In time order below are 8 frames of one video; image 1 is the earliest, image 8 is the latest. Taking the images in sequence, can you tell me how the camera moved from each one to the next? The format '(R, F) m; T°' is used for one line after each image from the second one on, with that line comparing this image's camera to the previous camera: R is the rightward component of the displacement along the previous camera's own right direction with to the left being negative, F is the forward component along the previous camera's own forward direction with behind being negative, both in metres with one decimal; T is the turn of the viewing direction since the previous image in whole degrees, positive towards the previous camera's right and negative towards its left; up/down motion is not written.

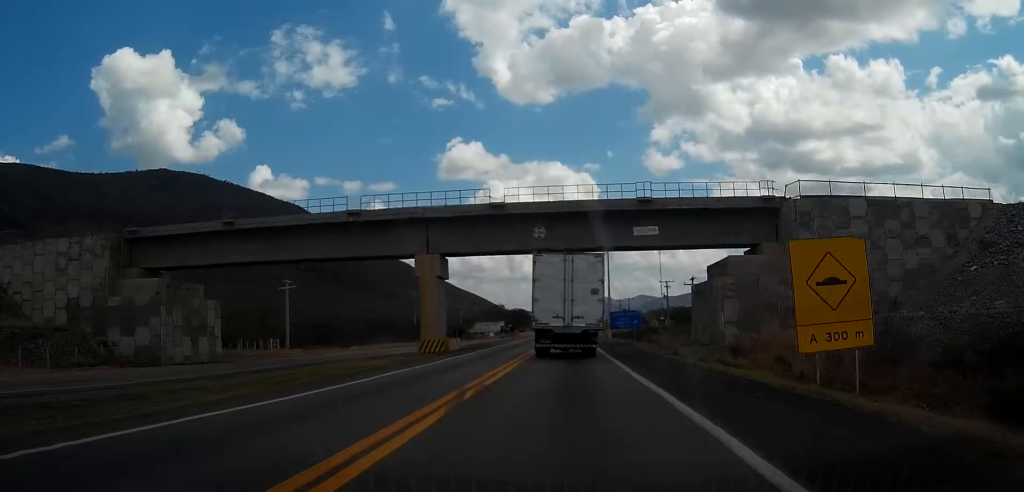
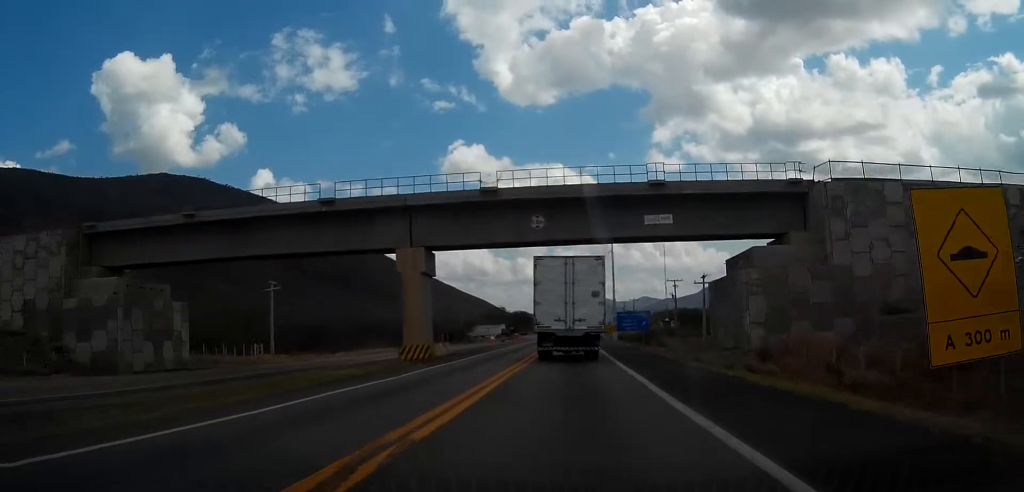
(0.0, +6.4) m; 0°
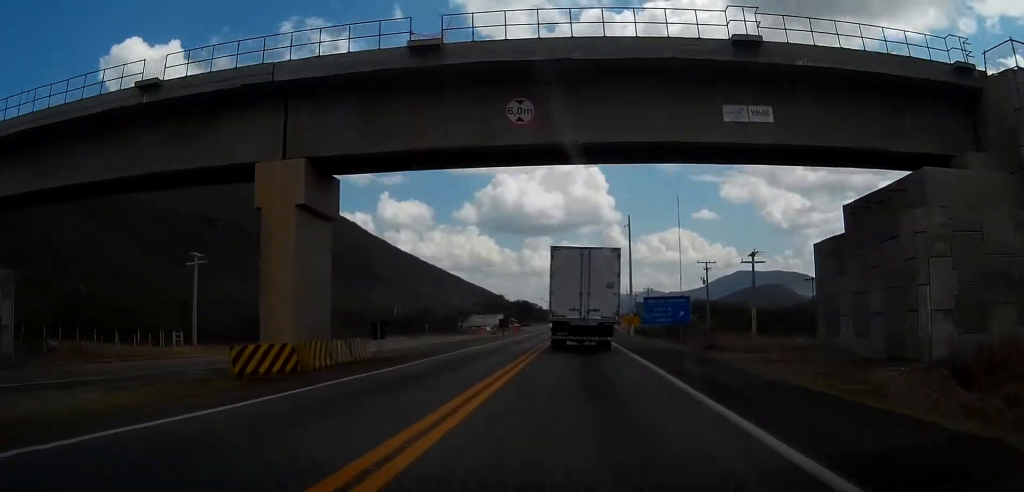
(0.0, +22.4) m; 0°
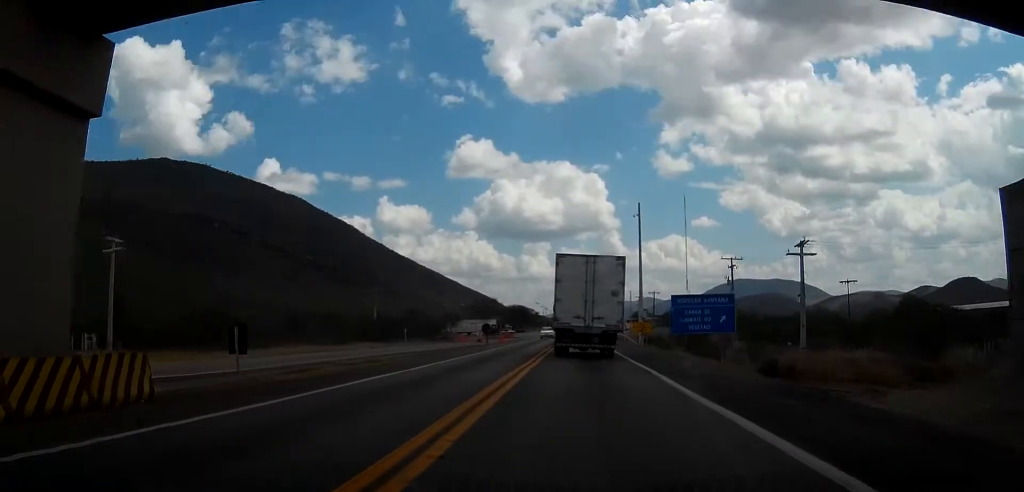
(0.0, +15.3) m; 0°
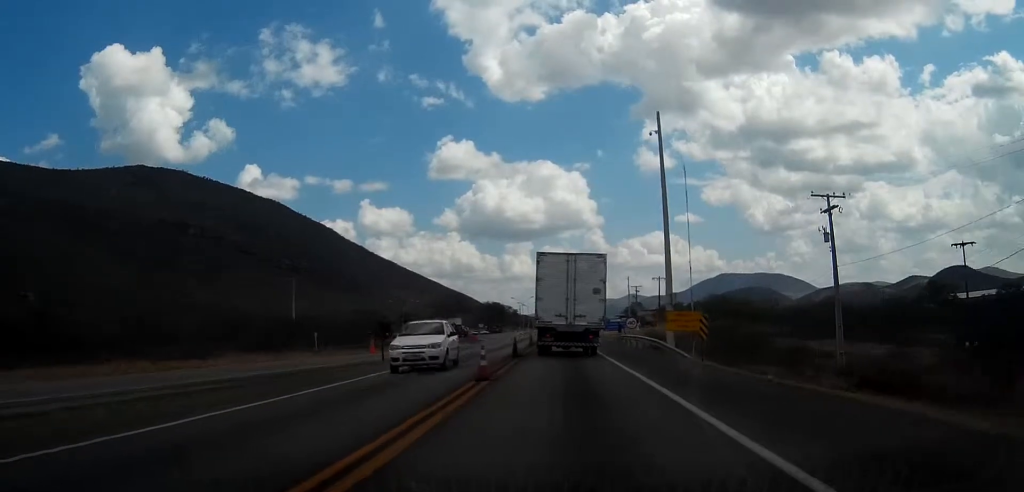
(+0.4, +34.7) m; +1°
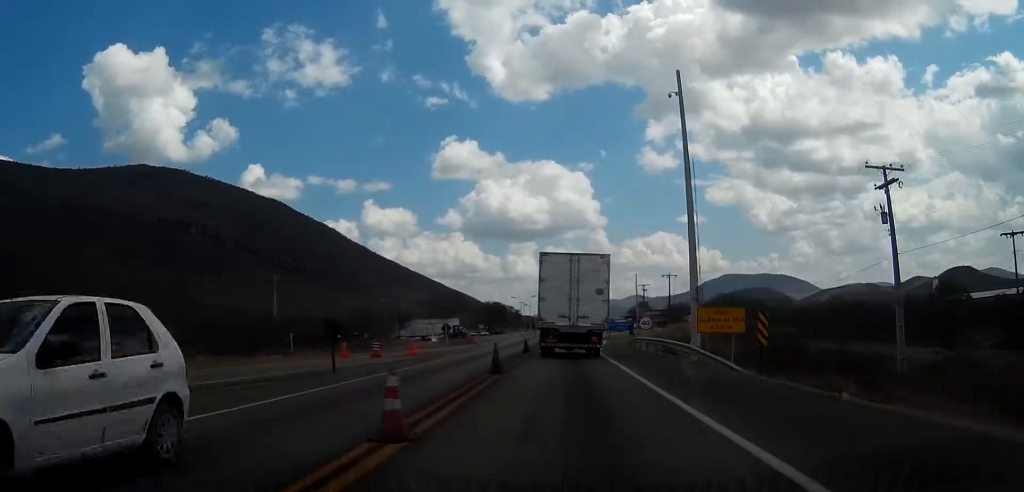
(0.0, +8.2) m; 0°
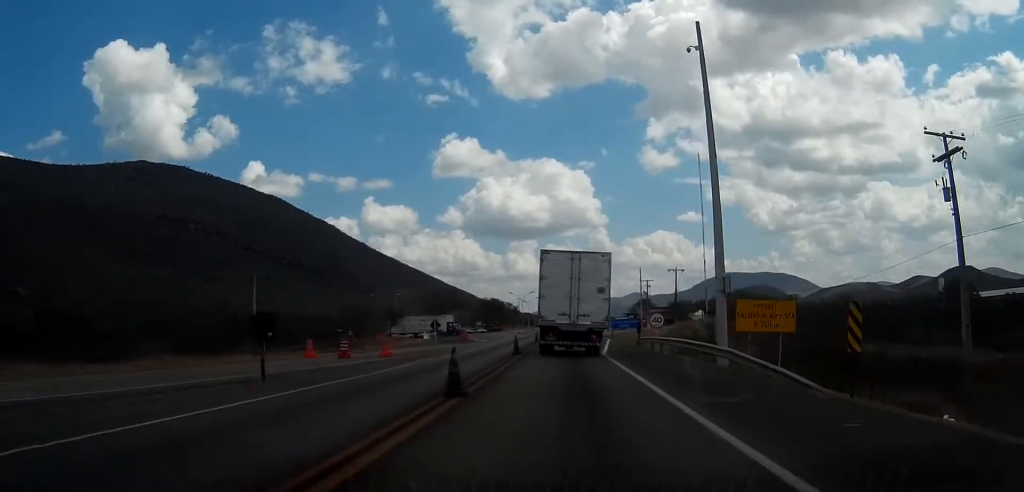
(0.0, +6.8) m; 0°
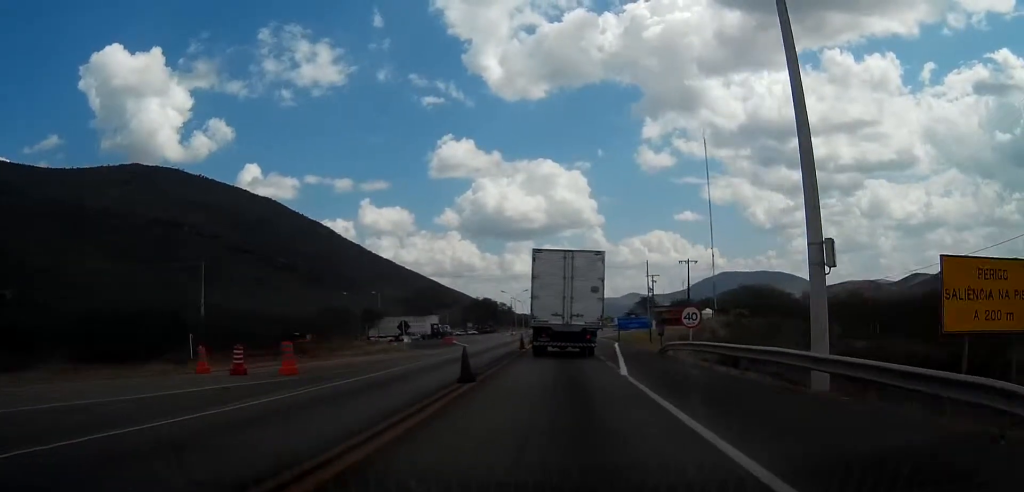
(0.0, +13.2) m; 0°
